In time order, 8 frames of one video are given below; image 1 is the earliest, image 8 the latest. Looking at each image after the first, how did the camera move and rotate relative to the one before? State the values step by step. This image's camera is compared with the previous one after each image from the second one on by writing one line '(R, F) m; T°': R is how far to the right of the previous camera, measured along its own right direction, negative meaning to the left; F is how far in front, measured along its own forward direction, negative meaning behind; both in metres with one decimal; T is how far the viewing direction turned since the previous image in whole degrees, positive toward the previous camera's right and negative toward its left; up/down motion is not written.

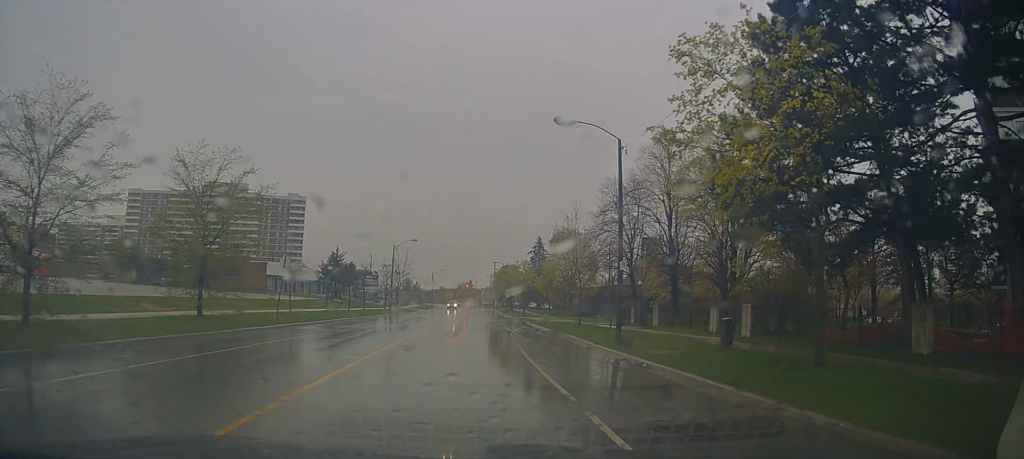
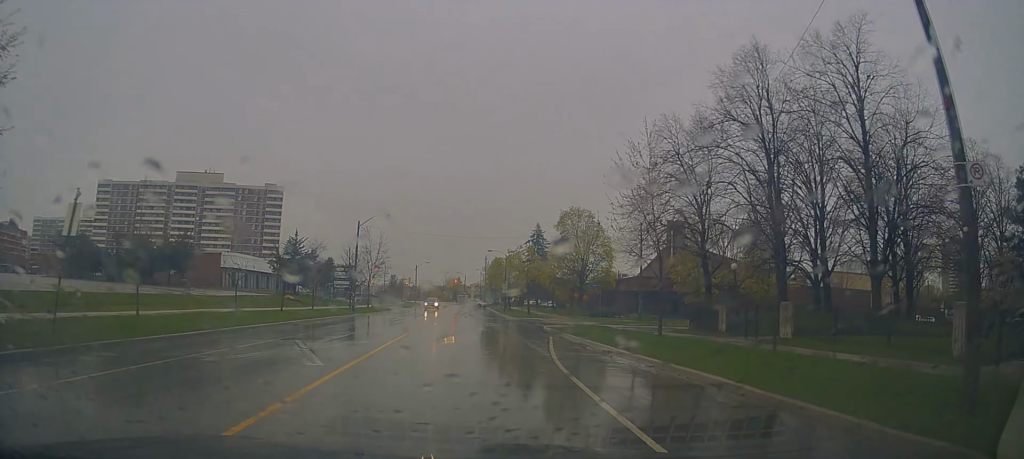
(+0.1, +17.3) m; -1°
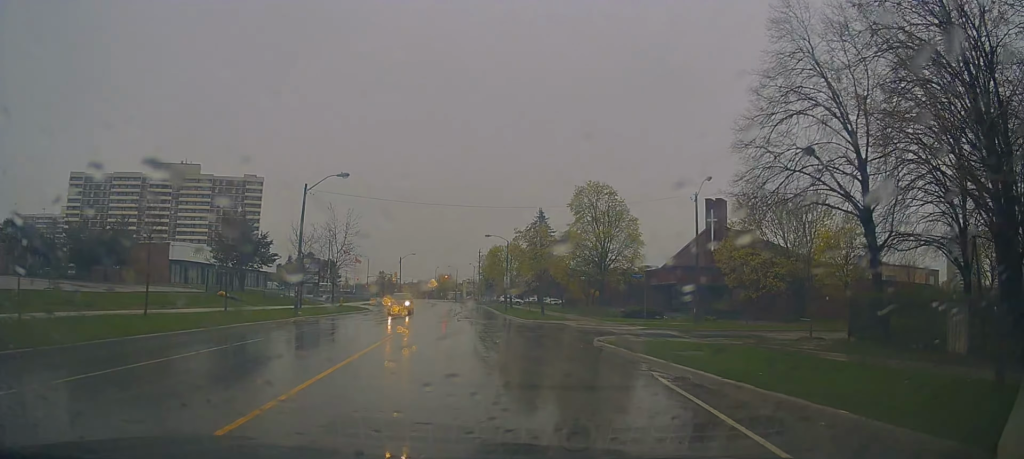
(-0.2, +15.4) m; 0°
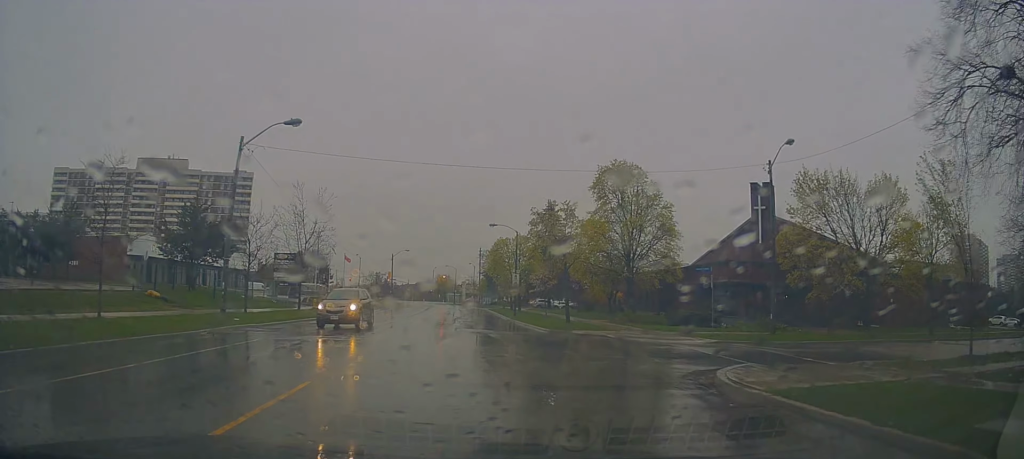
(0.0, +10.3) m; 0°
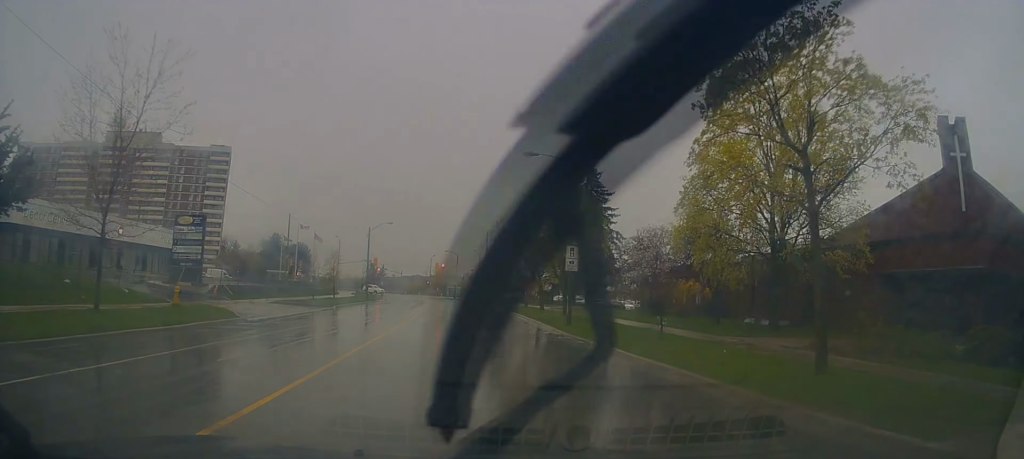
(0.0, +24.2) m; +1°
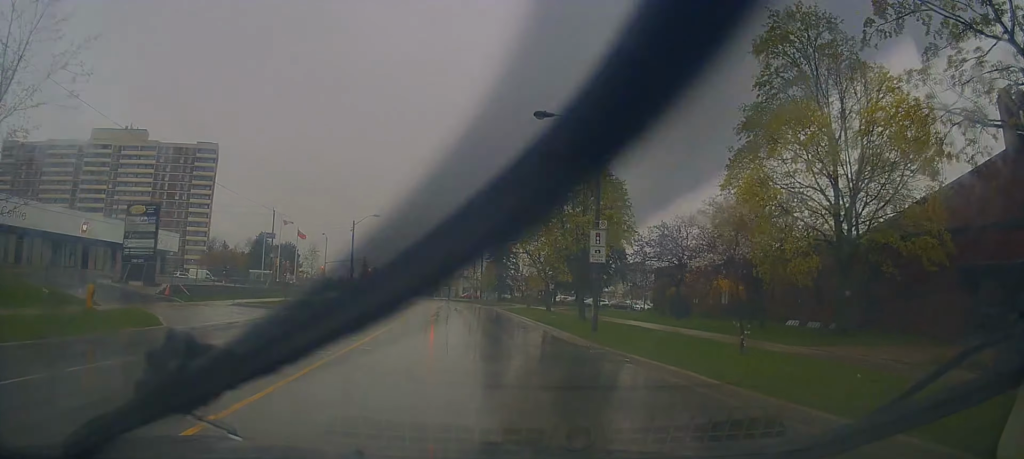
(-0.2, +5.9) m; +1°
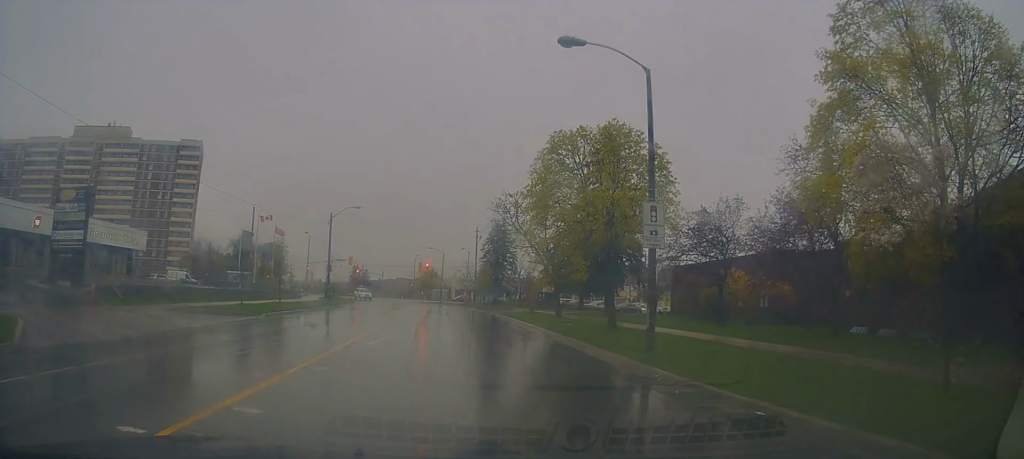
(+0.4, +6.6) m; +1°
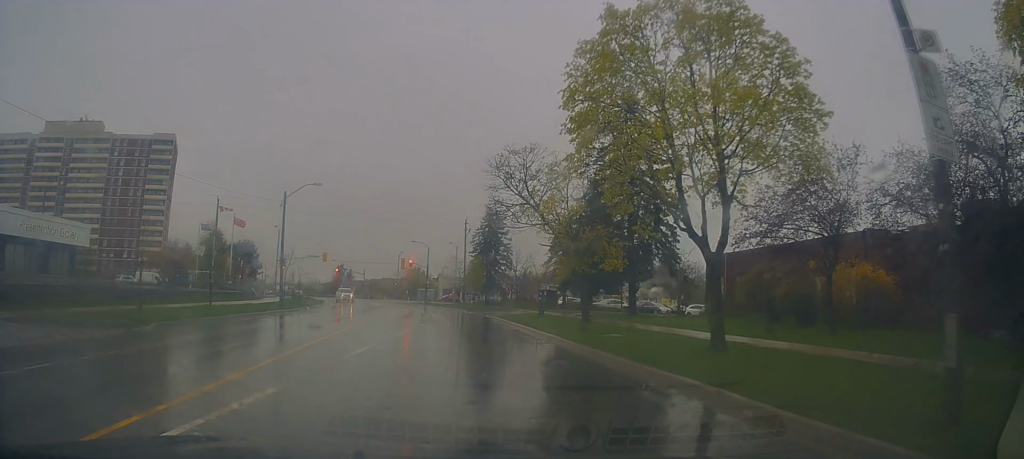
(+0.1, +9.2) m; 0°
